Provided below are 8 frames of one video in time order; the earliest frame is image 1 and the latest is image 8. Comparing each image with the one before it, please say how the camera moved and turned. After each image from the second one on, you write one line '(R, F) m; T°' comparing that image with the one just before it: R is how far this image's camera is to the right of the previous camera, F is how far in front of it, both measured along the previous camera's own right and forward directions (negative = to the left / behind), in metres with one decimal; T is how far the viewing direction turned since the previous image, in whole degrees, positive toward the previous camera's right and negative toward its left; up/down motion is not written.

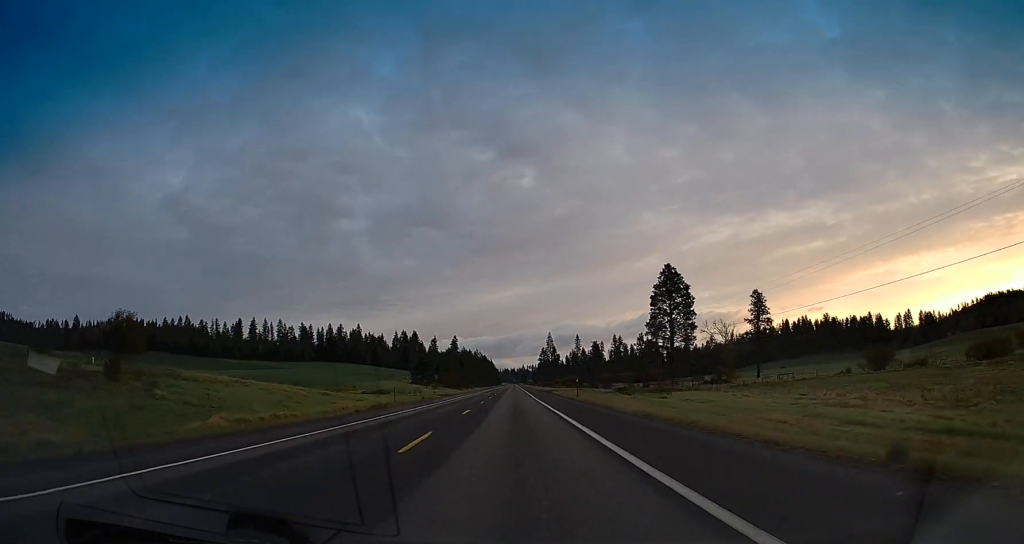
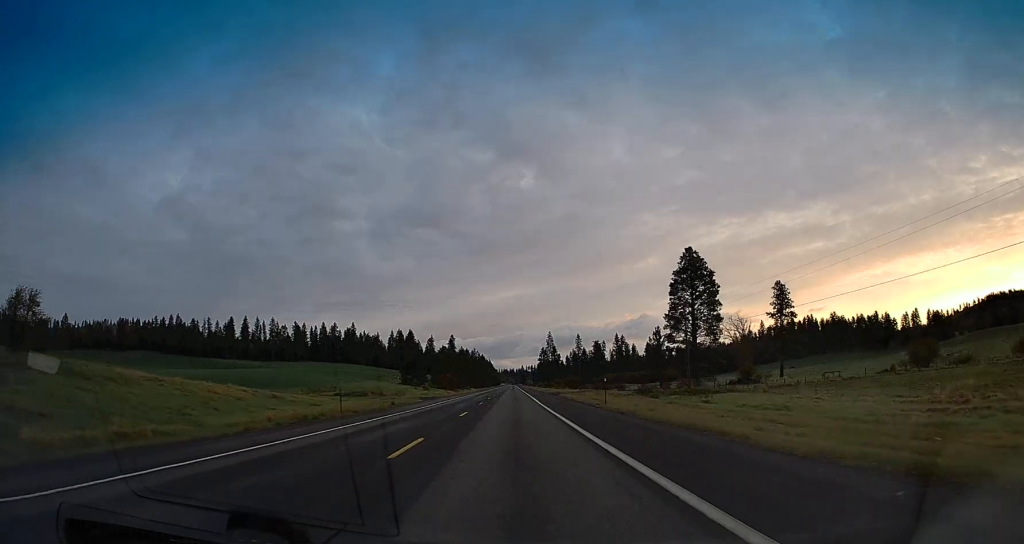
(+0.1, +15.4) m; 0°
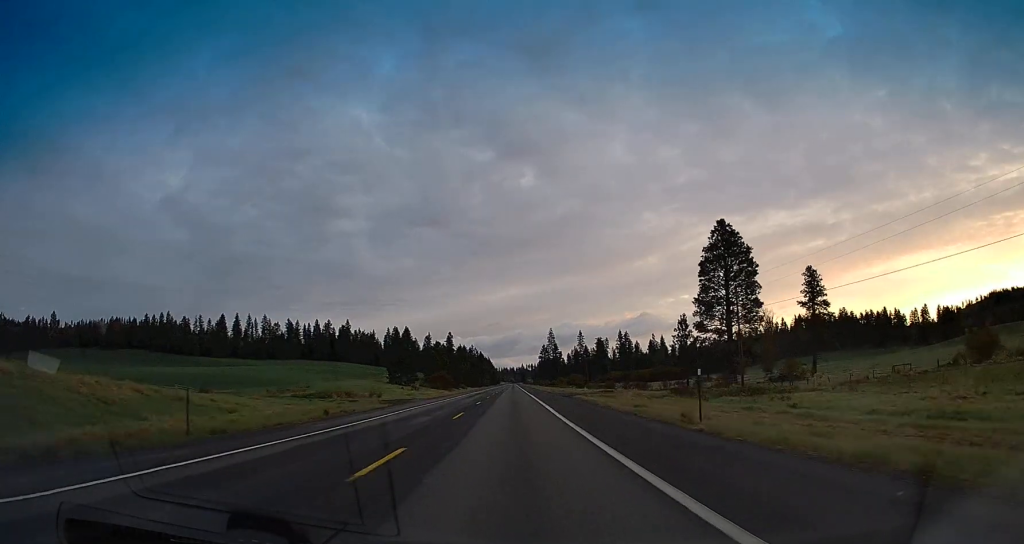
(+0.1, +17.5) m; 0°
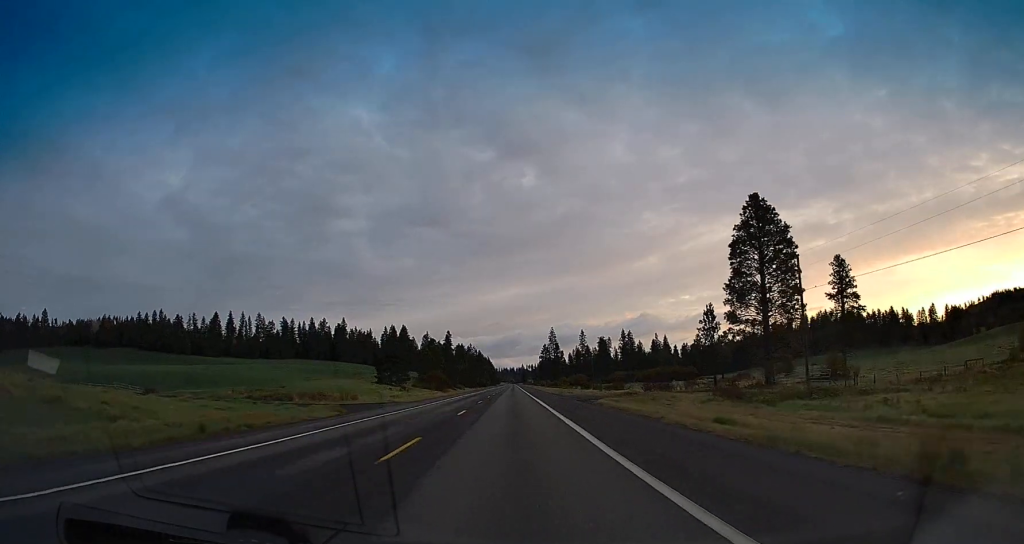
(-0.2, +13.6) m; 0°
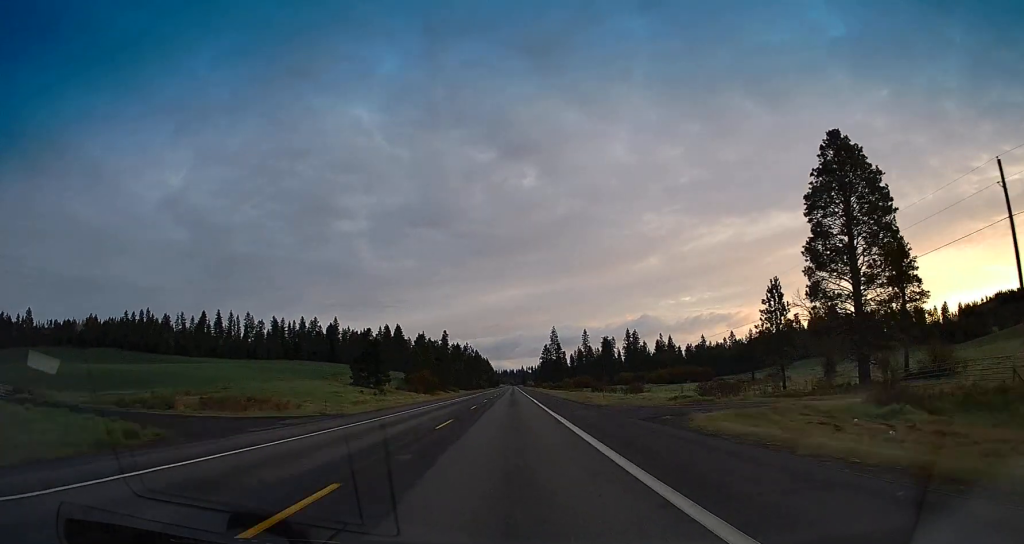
(+0.1, +23.4) m; 0°
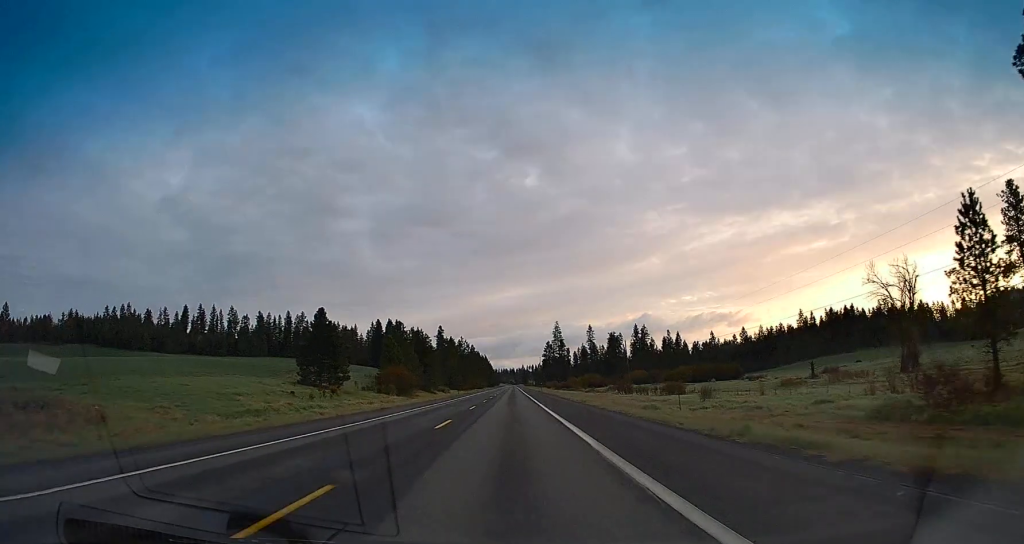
(+0.1, +34.6) m; 0°
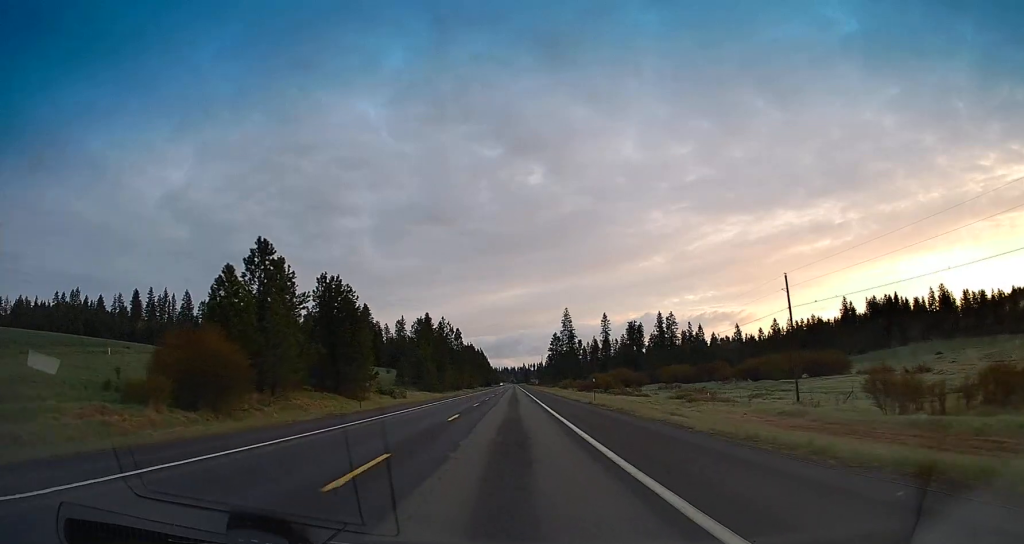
(-0.5, +74.2) m; +1°
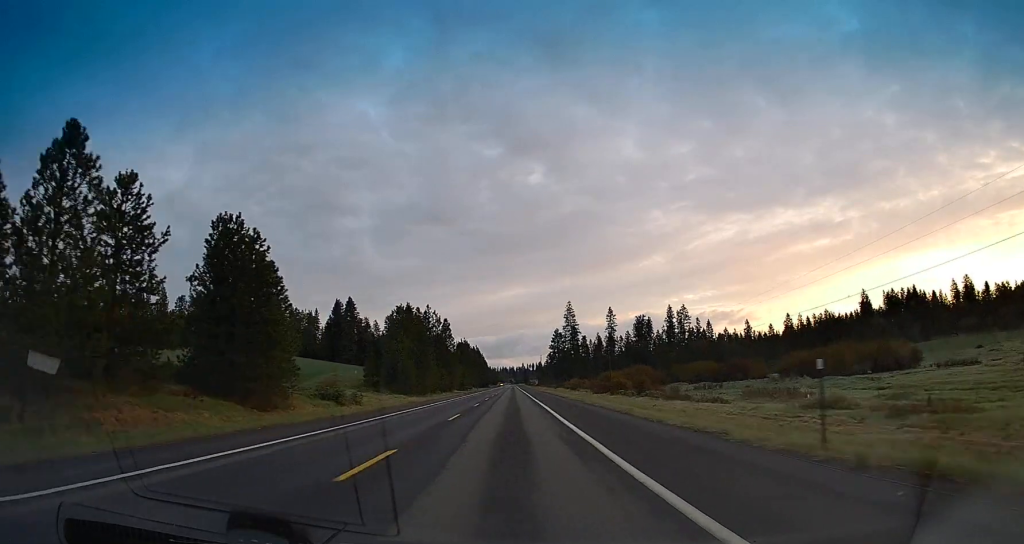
(+0.2, +30.8) m; 0°
